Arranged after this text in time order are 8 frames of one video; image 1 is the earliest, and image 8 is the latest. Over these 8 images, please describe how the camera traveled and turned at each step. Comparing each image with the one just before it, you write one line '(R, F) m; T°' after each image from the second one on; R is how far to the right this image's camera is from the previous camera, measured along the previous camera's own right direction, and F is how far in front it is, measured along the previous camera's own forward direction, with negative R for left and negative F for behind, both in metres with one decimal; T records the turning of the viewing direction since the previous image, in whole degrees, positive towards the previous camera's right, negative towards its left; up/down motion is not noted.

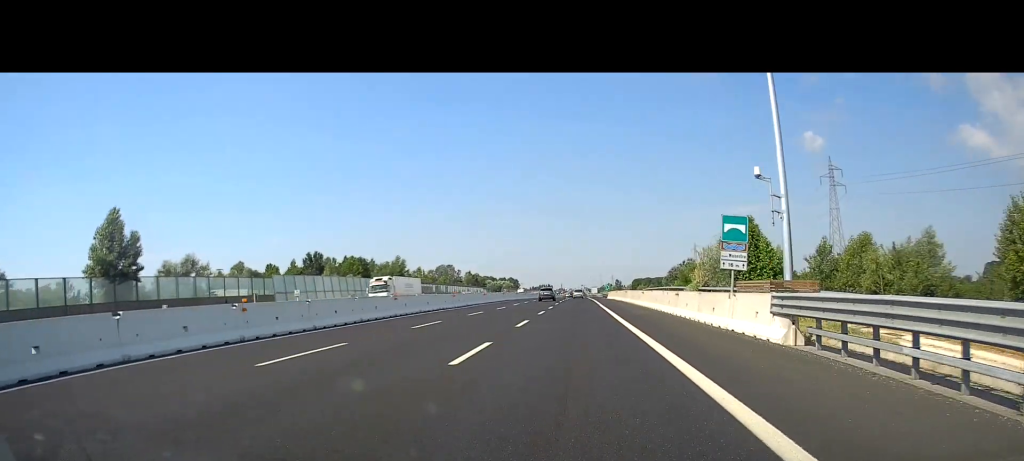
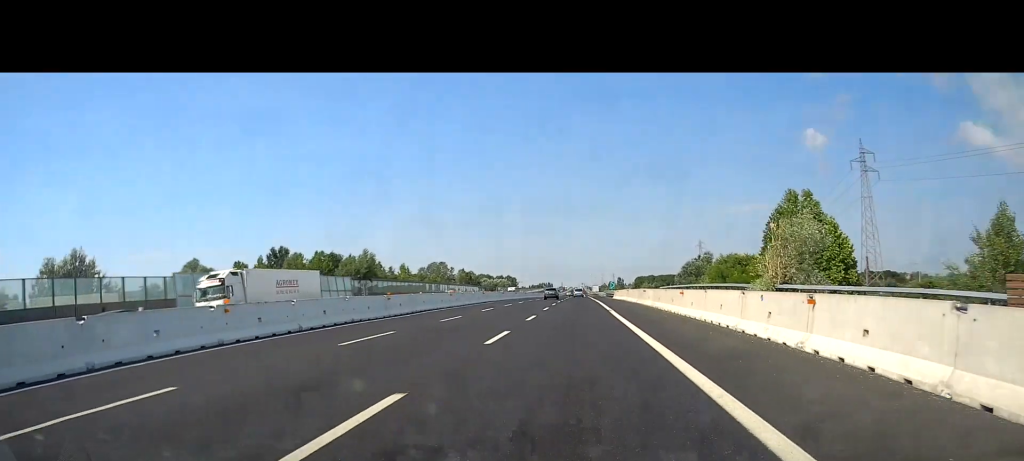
(+0.1, +19.2) m; 0°
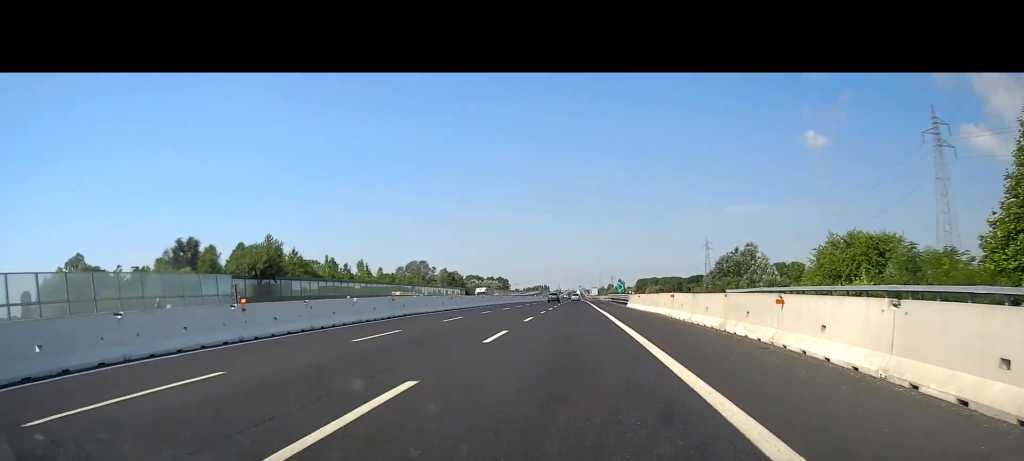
(-0.1, +34.1) m; 0°
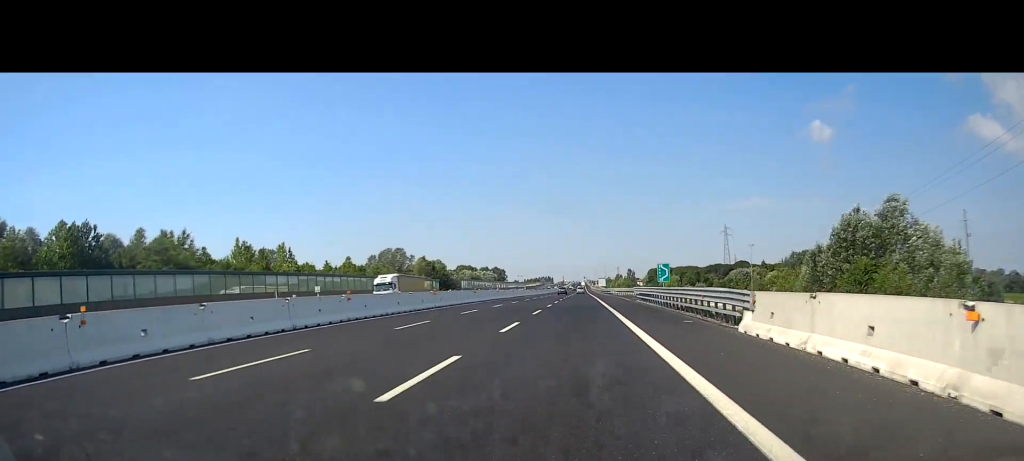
(+0.3, +43.8) m; 0°
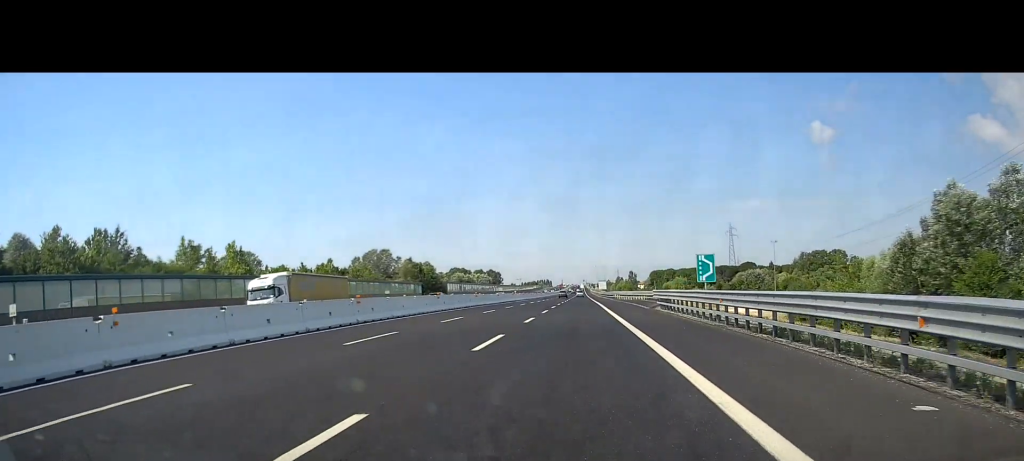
(-0.3, +16.7) m; 0°
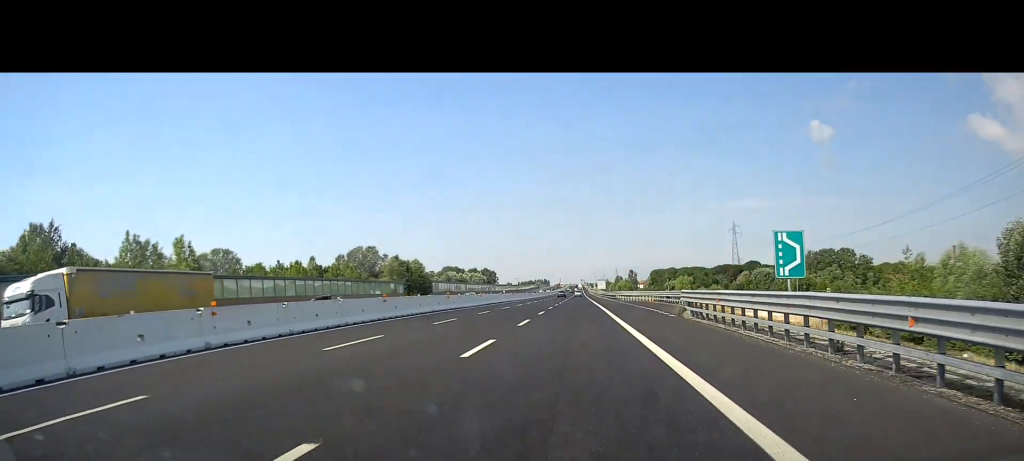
(+0.1, +13.2) m; 0°
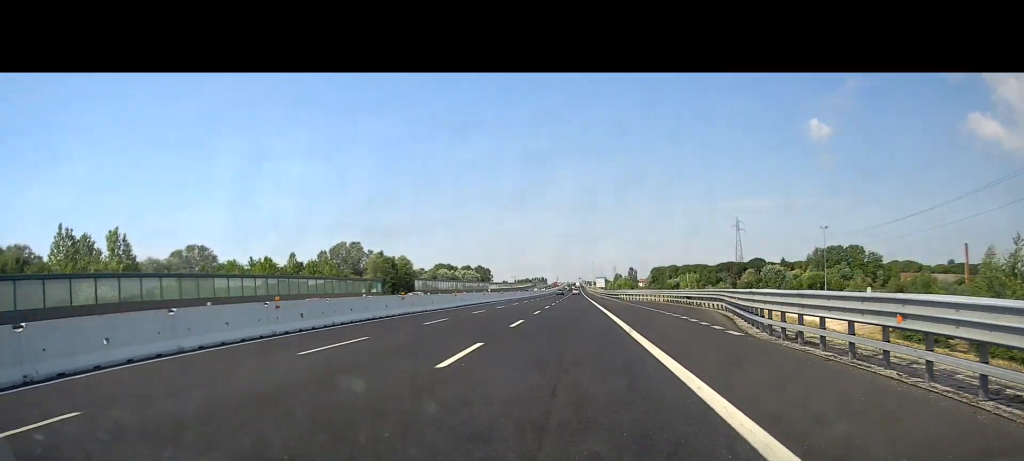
(+0.2, +13.2) m; +1°
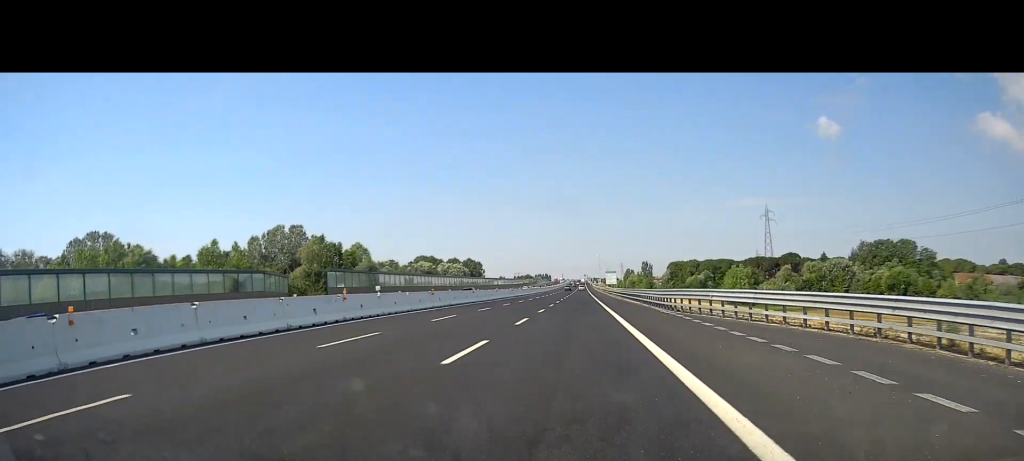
(-0.3, +46.6) m; -1°
